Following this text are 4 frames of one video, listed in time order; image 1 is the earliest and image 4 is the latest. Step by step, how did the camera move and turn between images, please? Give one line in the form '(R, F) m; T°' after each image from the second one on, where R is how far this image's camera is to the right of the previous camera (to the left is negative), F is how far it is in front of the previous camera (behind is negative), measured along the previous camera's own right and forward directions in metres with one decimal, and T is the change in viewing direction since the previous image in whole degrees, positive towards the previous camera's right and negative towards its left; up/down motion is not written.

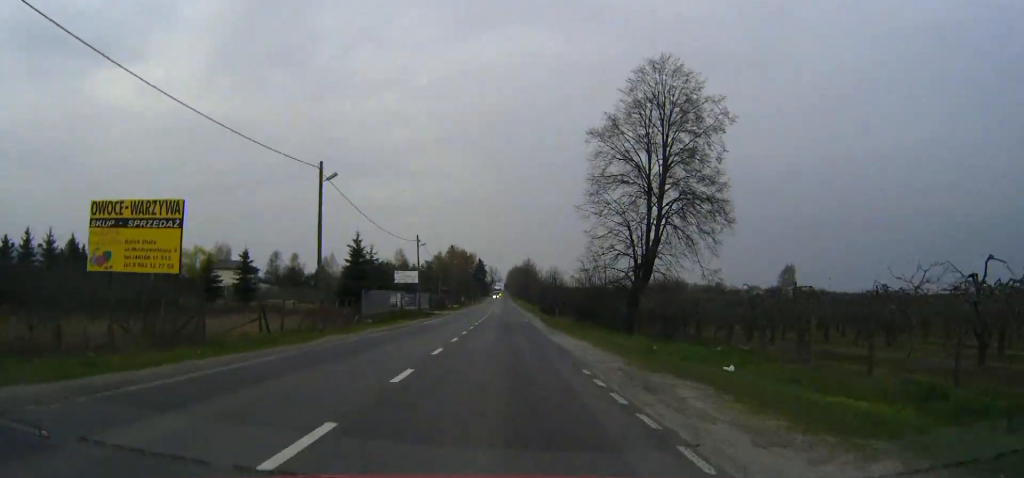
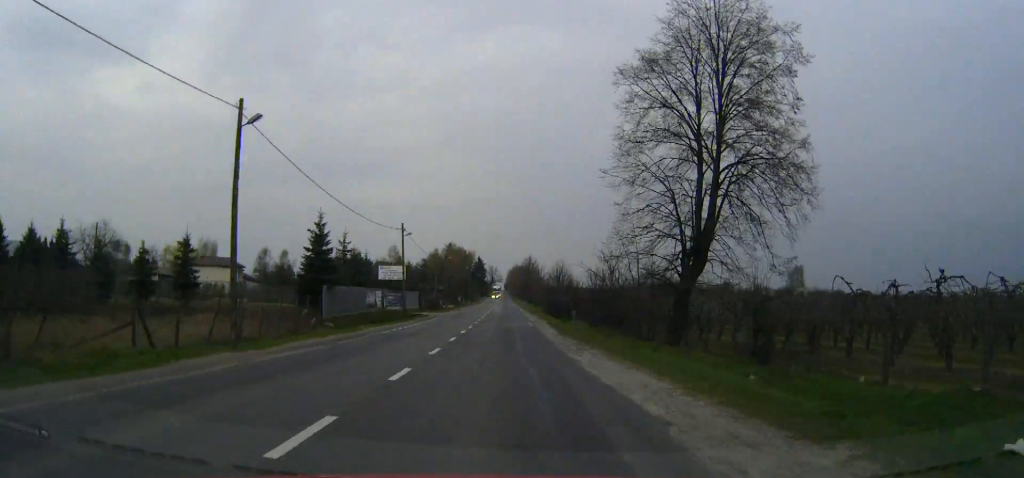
(0.0, +11.6) m; 0°
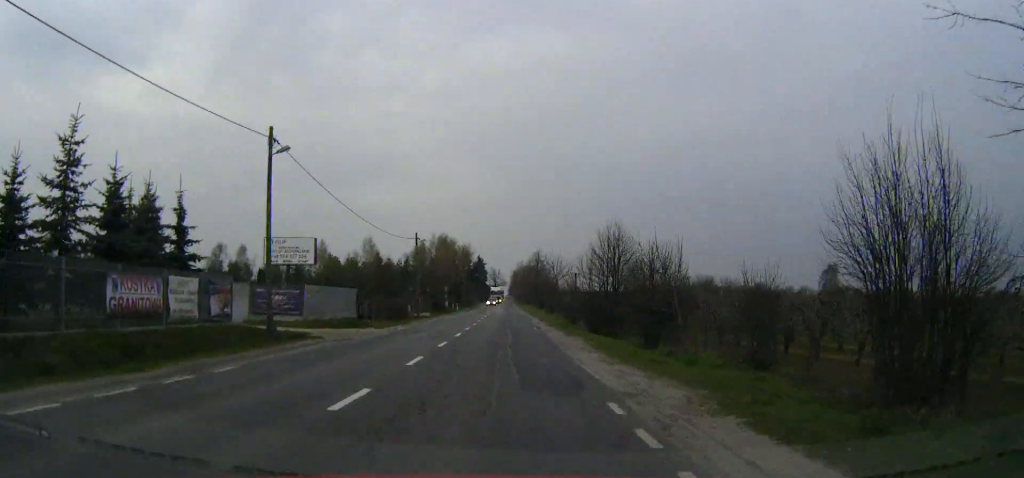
(+0.1, +39.1) m; 0°
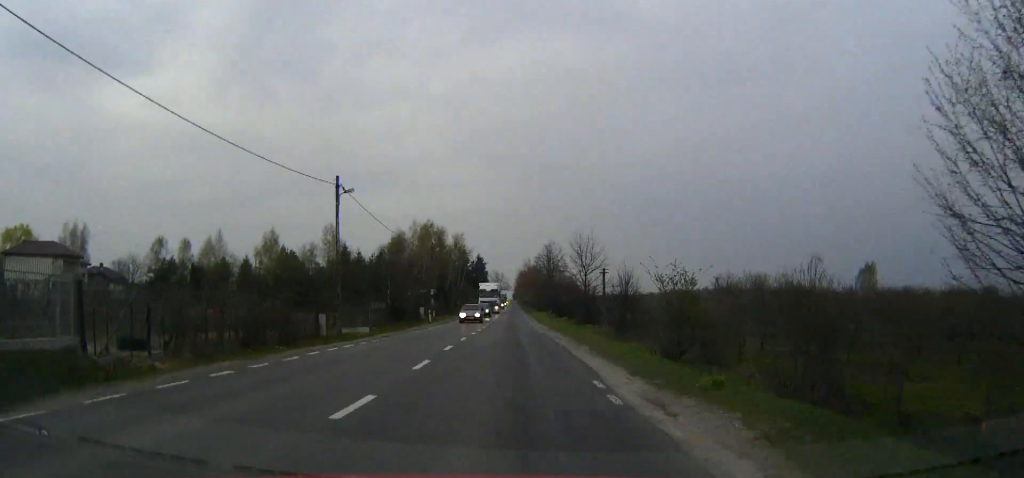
(-0.3, +36.3) m; 0°
